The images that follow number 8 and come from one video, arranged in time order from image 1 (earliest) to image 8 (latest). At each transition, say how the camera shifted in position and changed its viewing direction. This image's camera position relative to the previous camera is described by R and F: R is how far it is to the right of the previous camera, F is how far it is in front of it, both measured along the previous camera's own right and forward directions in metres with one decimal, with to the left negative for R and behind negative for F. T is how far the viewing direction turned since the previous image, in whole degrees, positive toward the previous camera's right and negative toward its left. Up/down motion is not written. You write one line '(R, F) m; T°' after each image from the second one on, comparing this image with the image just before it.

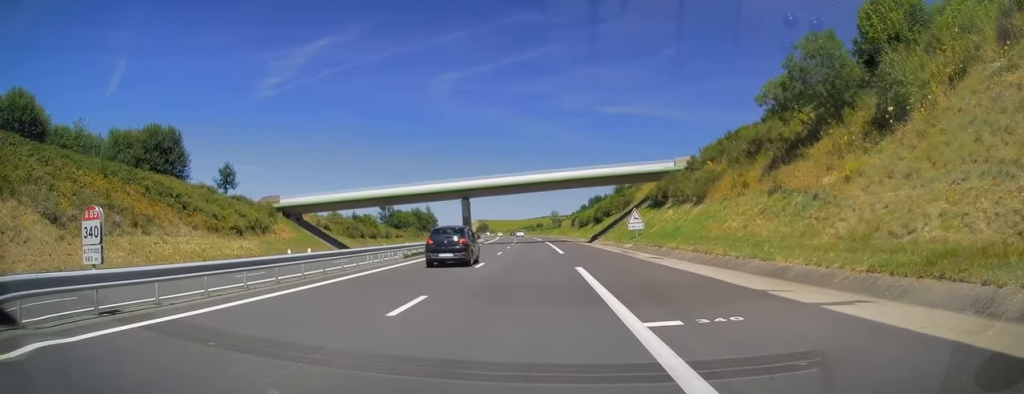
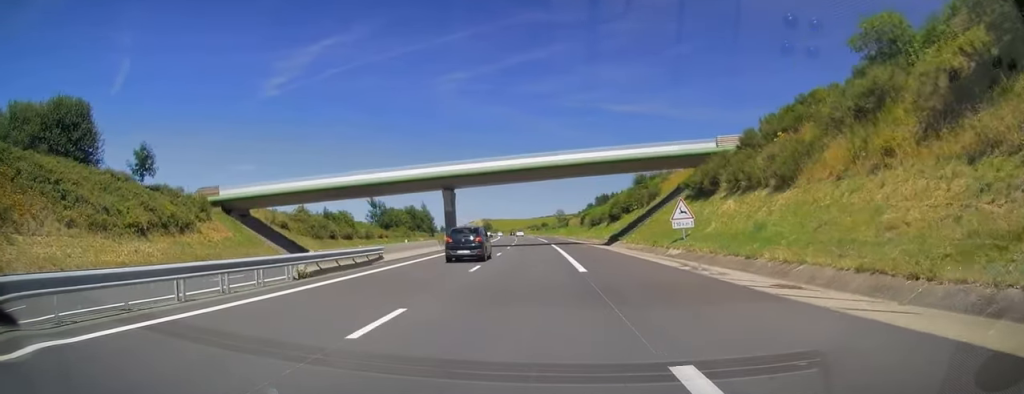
(-0.1, +15.3) m; -1°
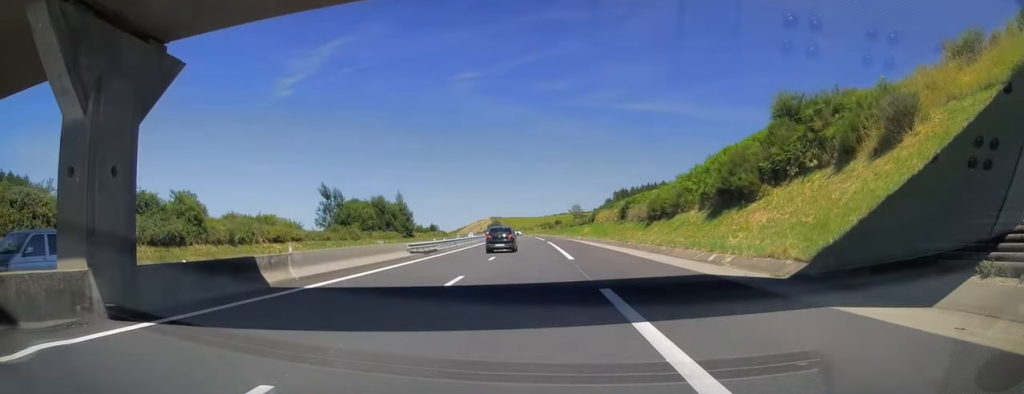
(-0.2, +44.5) m; 0°
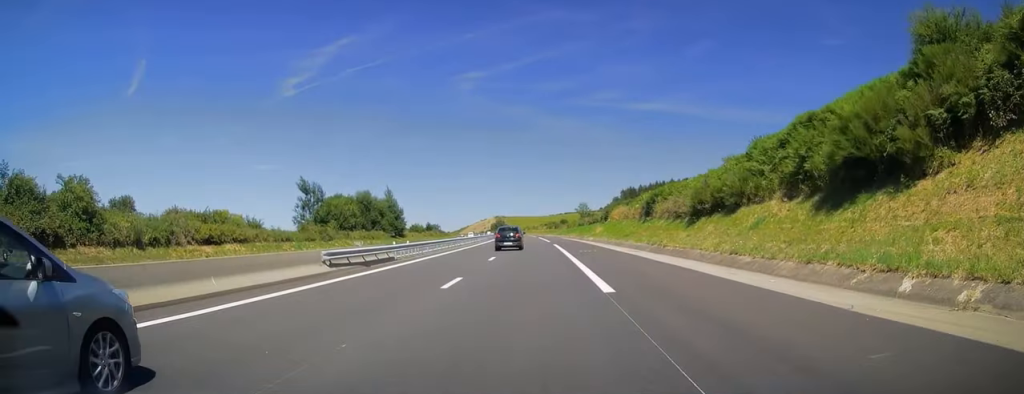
(0.0, +13.8) m; 0°
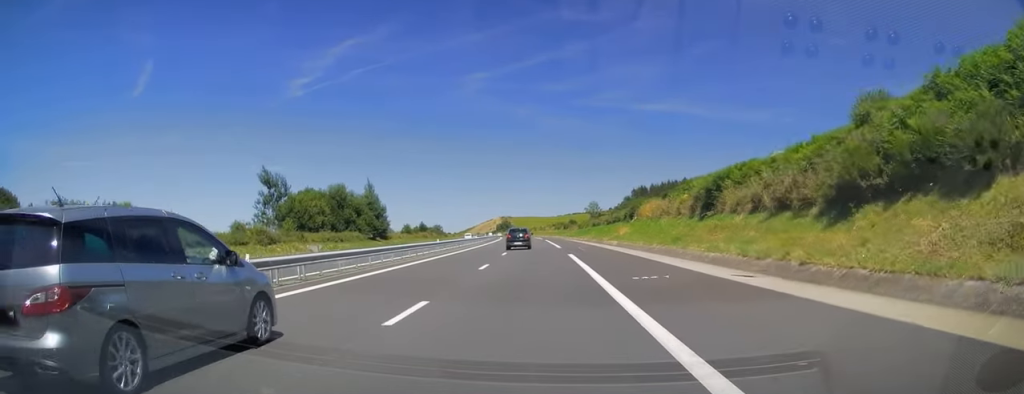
(-0.2, +18.7) m; -1°
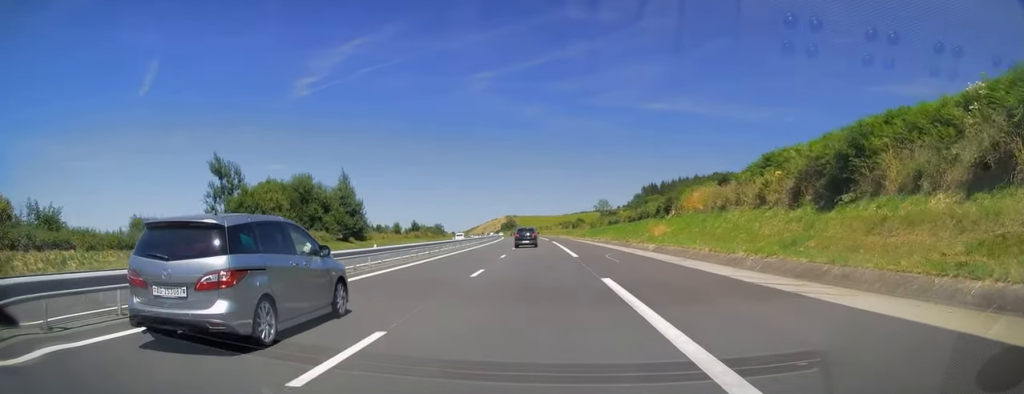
(-0.2, +16.8) m; -1°
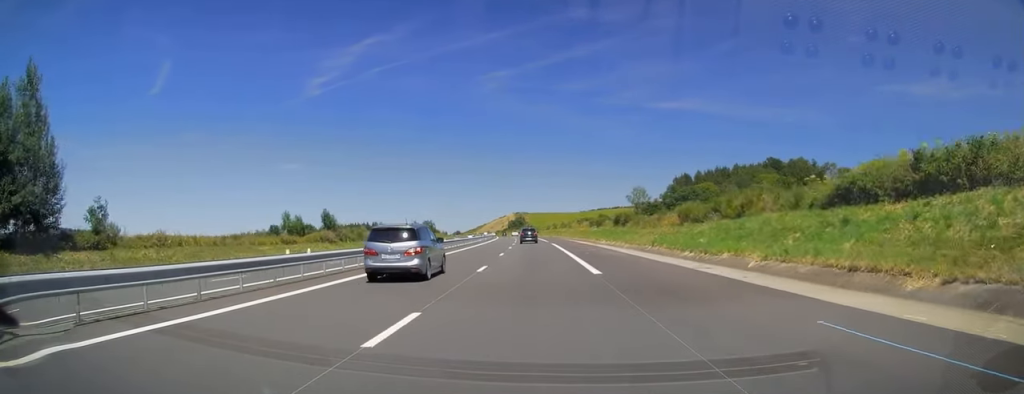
(-0.8, +63.6) m; -1°
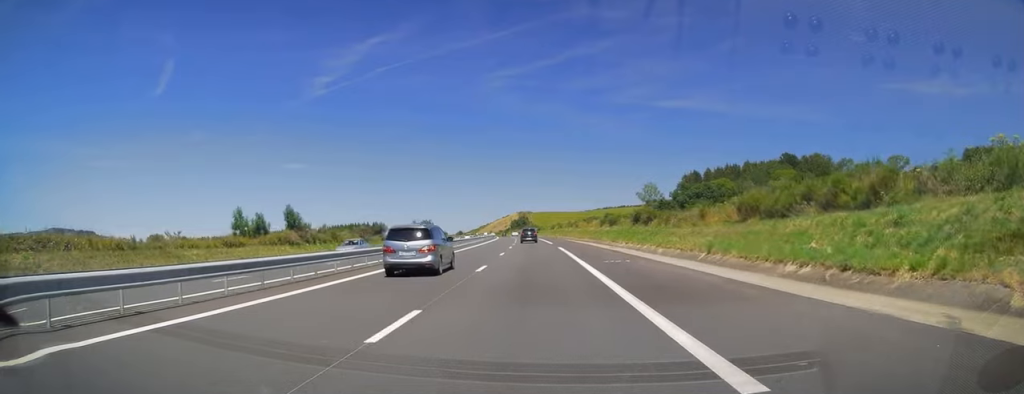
(0.0, +12.8) m; 0°
